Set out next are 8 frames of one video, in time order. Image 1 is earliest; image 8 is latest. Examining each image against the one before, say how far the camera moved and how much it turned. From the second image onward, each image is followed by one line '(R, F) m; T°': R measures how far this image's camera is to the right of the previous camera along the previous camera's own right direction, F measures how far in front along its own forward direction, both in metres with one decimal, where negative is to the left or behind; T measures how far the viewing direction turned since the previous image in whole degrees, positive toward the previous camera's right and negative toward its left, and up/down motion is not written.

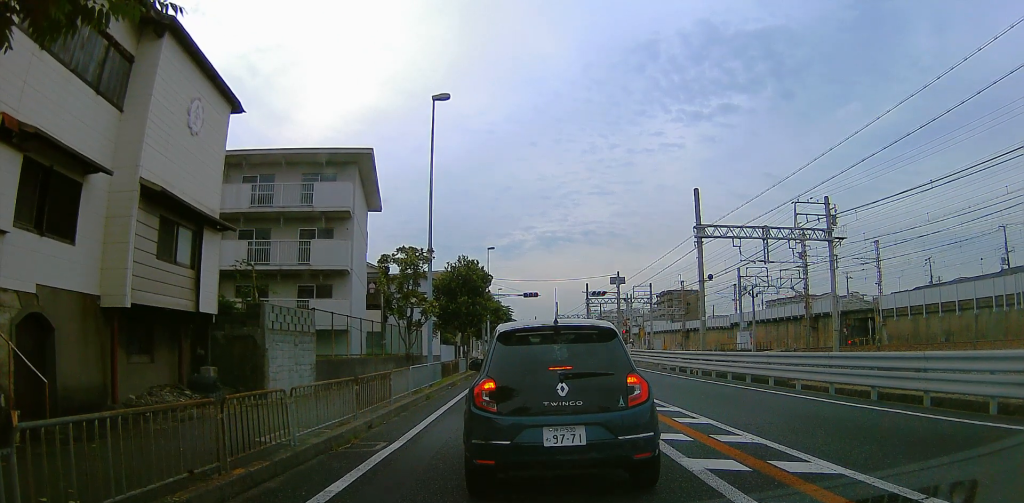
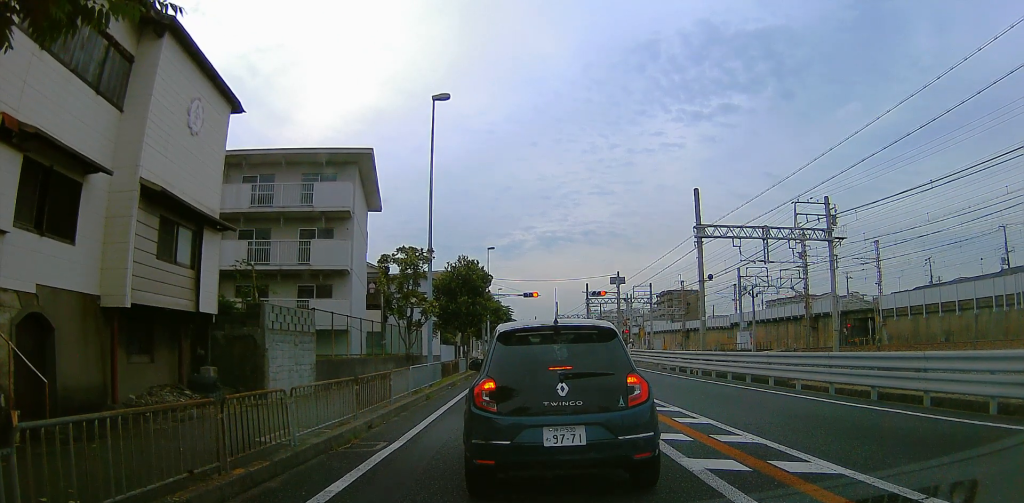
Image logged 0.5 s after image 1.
(0.0, 0.0) m; 0°
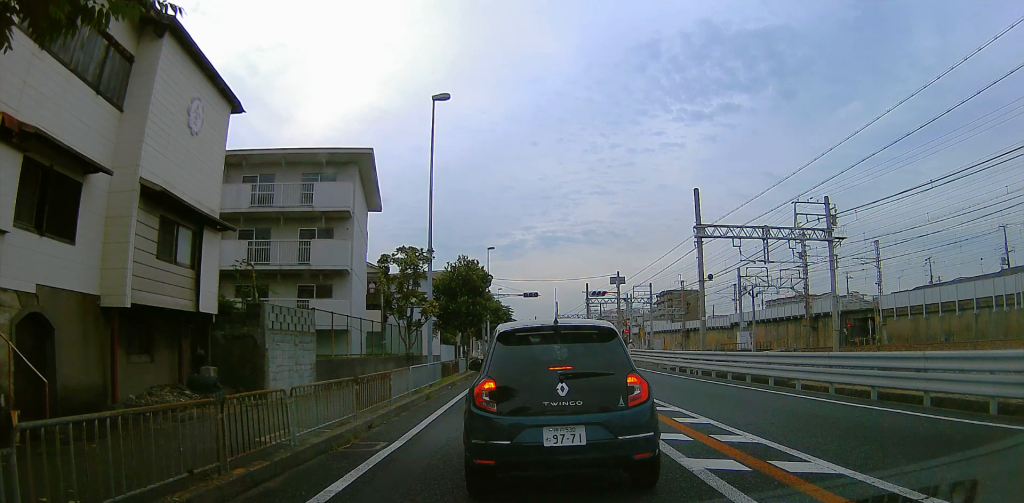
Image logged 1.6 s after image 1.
(0.0, 0.0) m; 0°
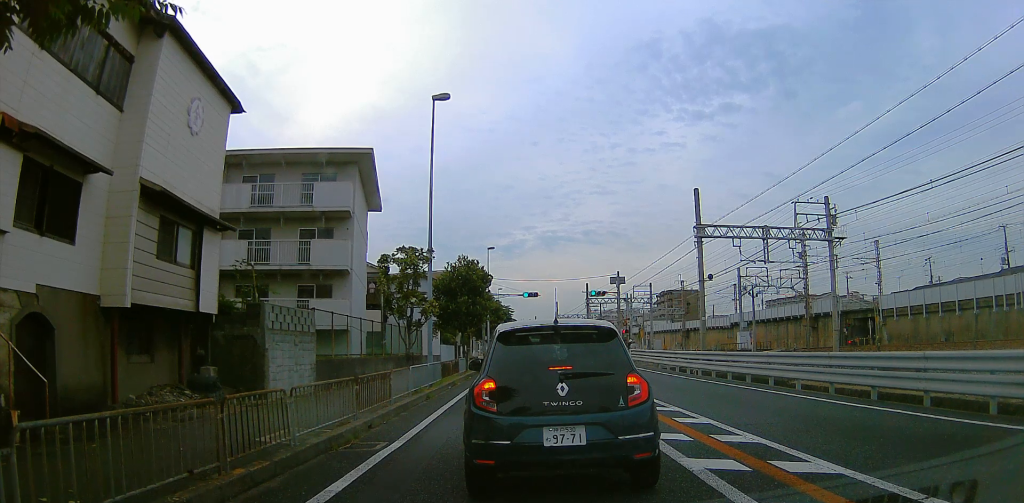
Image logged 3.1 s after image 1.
(0.0, 0.0) m; 0°
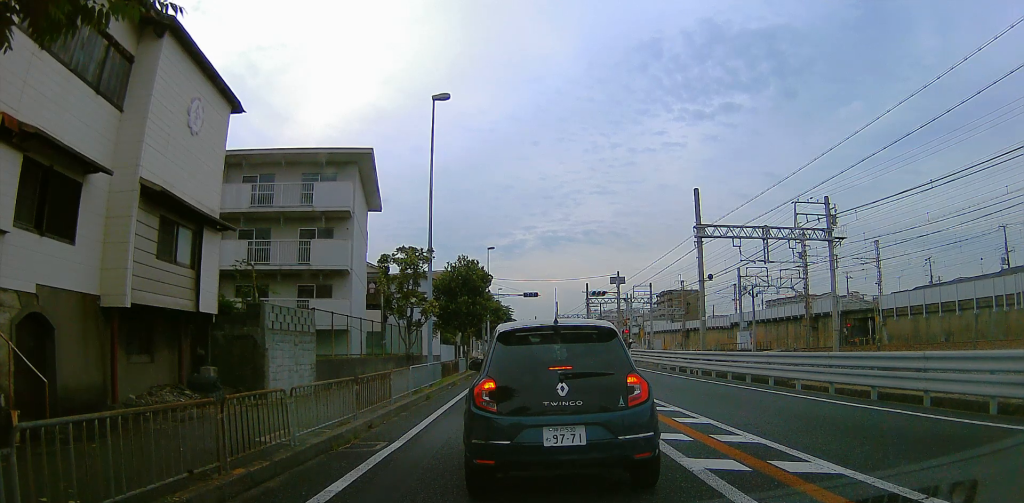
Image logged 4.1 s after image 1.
(0.0, 0.0) m; 0°
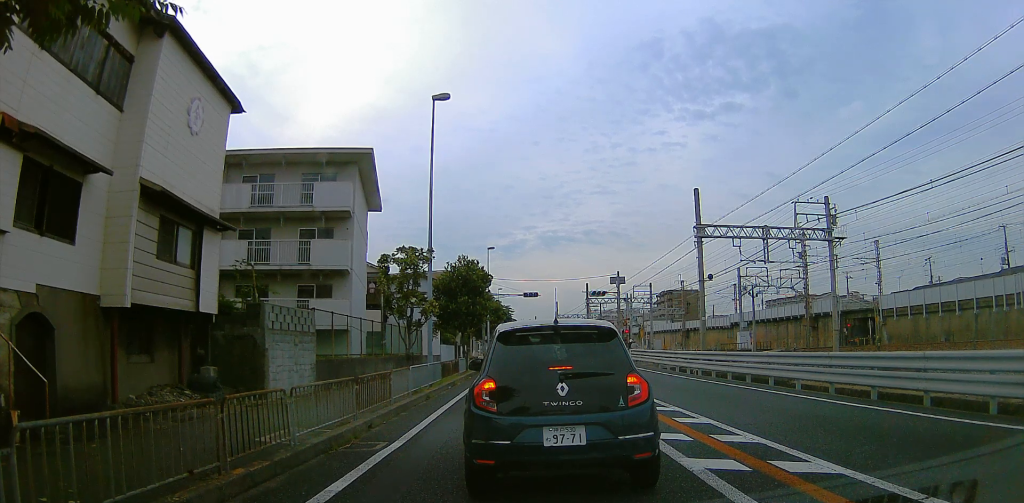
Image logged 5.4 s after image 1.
(0.0, 0.0) m; 0°
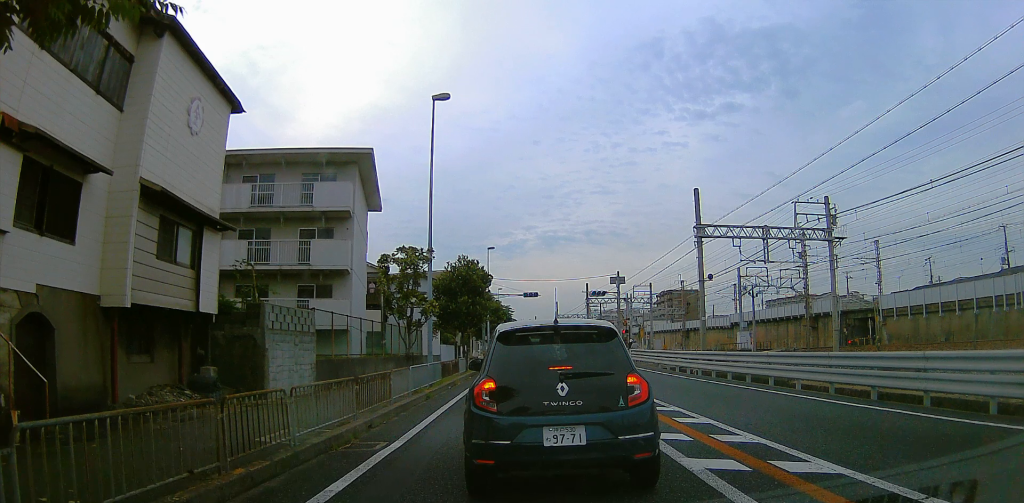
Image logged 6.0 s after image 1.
(0.0, 0.0) m; 0°
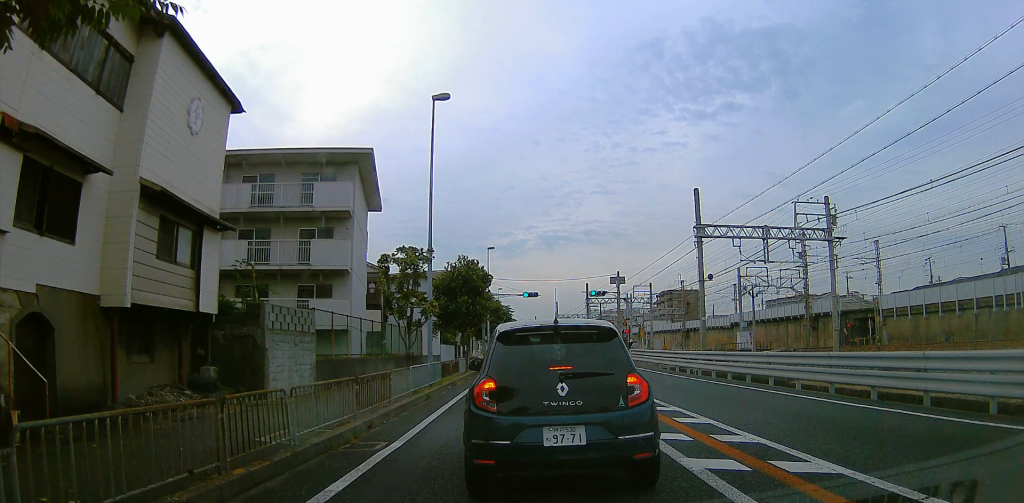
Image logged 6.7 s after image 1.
(0.0, 0.0) m; 0°
